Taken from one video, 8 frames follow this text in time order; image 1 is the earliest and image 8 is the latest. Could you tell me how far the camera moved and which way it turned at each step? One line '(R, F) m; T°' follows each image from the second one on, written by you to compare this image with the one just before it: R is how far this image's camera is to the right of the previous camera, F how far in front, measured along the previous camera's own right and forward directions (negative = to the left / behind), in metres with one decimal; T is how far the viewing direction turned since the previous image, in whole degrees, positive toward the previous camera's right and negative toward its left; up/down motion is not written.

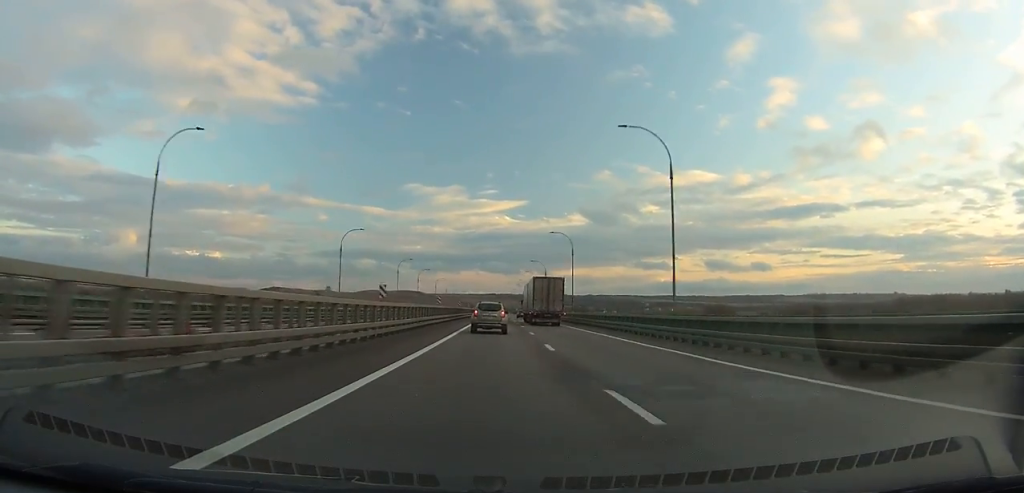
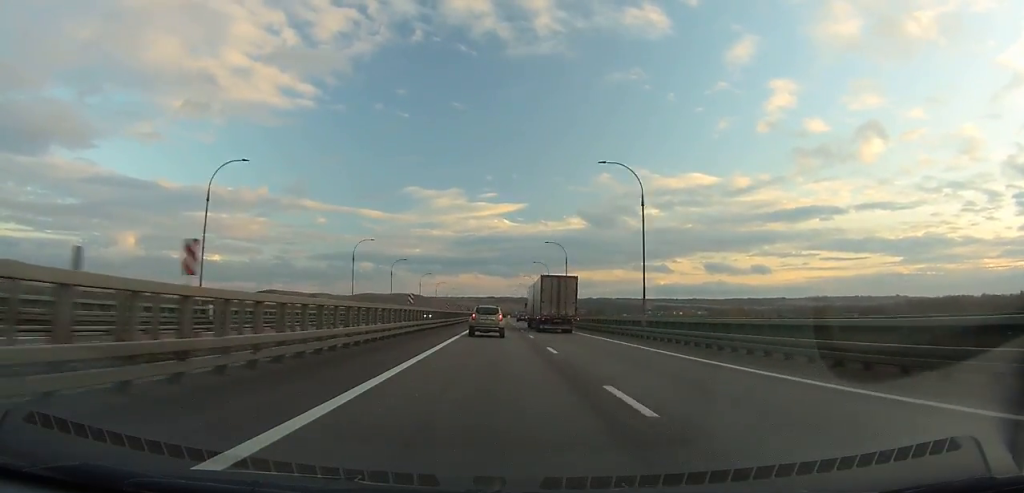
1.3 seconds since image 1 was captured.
(0.0, +37.4) m; 0°
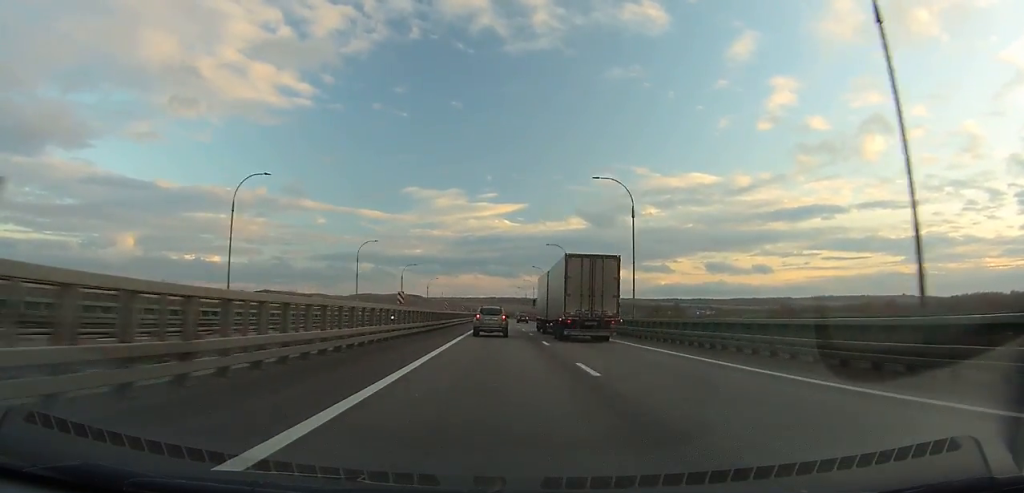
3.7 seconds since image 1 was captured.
(-0.2, +68.7) m; 0°
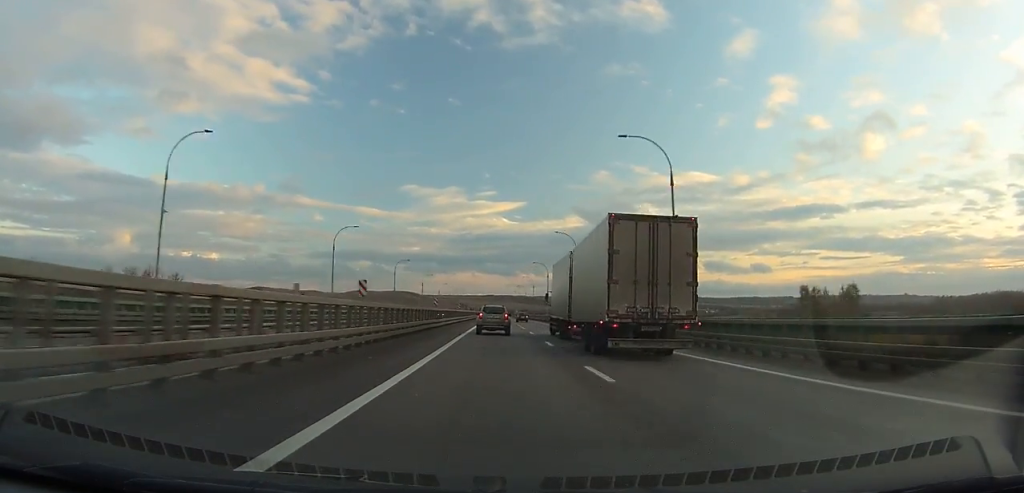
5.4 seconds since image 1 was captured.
(0.0, +48.8) m; 0°
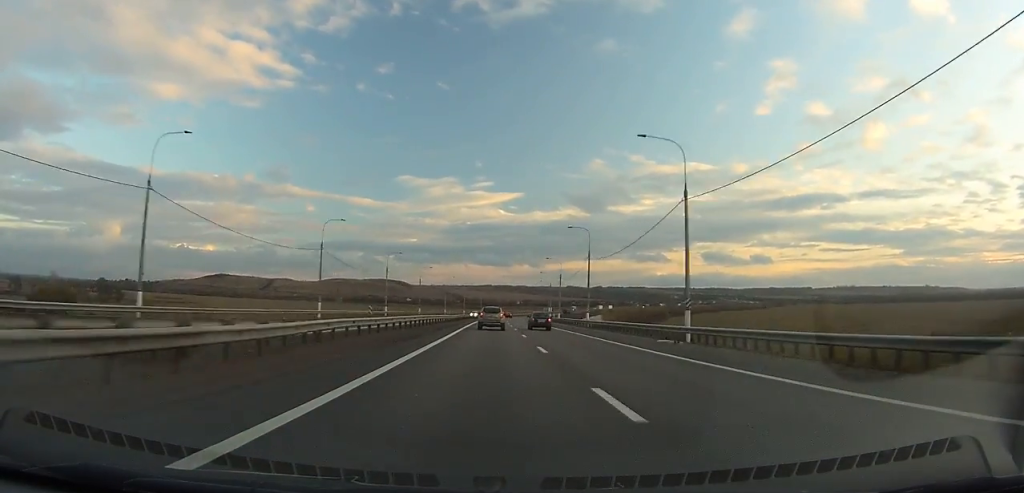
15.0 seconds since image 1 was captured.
(+0.5, +282.9) m; 0°
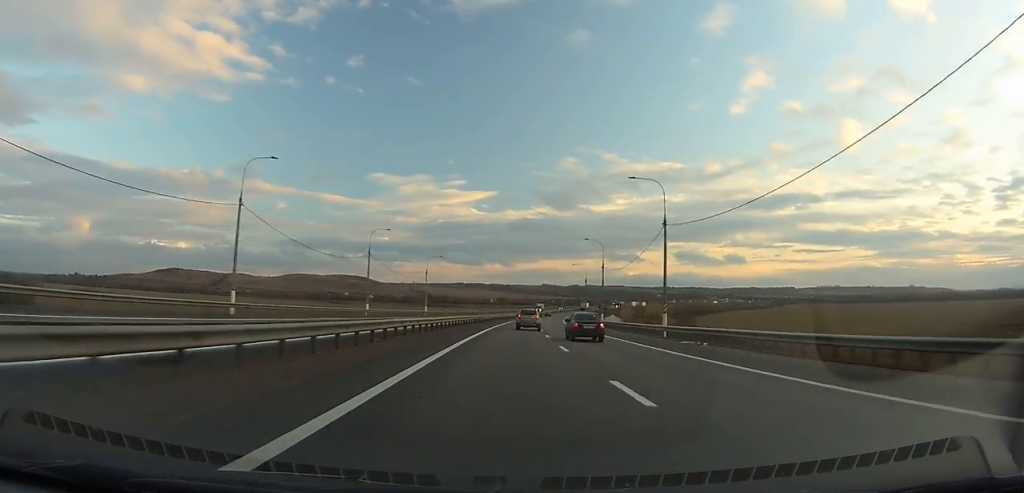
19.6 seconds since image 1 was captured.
(+0.7, +133.9) m; +2°
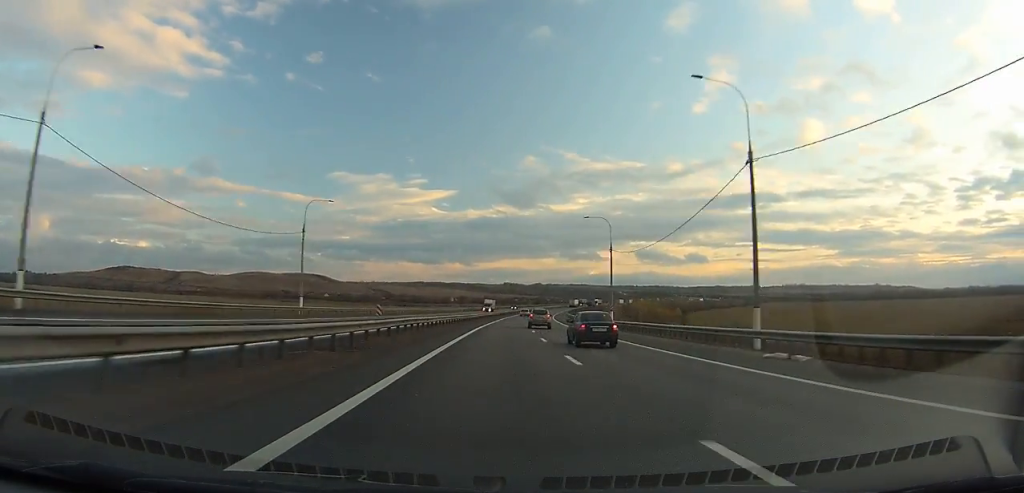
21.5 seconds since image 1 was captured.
(+1.4, +55.5) m; +3°
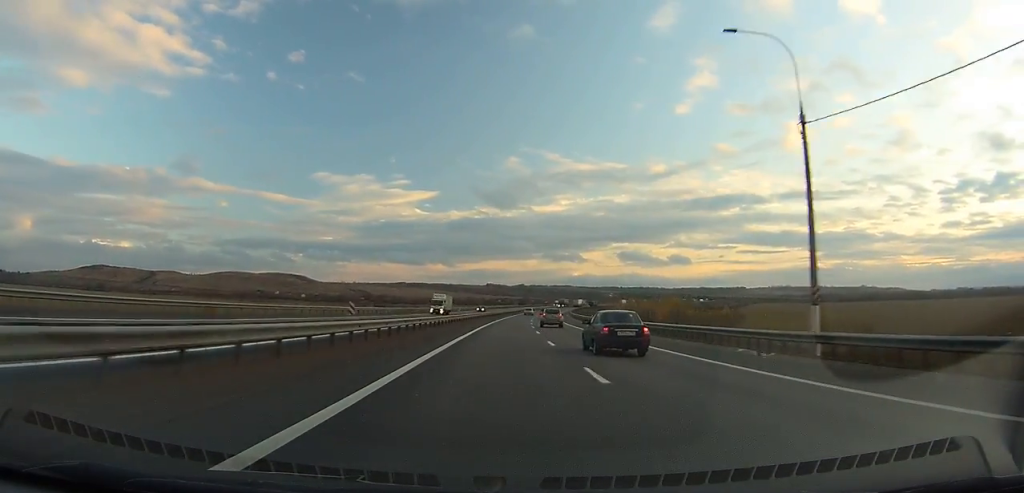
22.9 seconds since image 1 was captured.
(+0.3, +41.2) m; +2°
